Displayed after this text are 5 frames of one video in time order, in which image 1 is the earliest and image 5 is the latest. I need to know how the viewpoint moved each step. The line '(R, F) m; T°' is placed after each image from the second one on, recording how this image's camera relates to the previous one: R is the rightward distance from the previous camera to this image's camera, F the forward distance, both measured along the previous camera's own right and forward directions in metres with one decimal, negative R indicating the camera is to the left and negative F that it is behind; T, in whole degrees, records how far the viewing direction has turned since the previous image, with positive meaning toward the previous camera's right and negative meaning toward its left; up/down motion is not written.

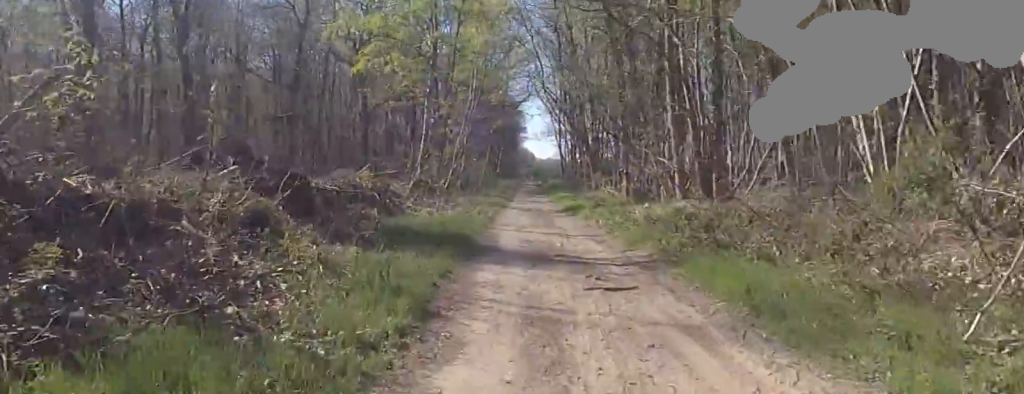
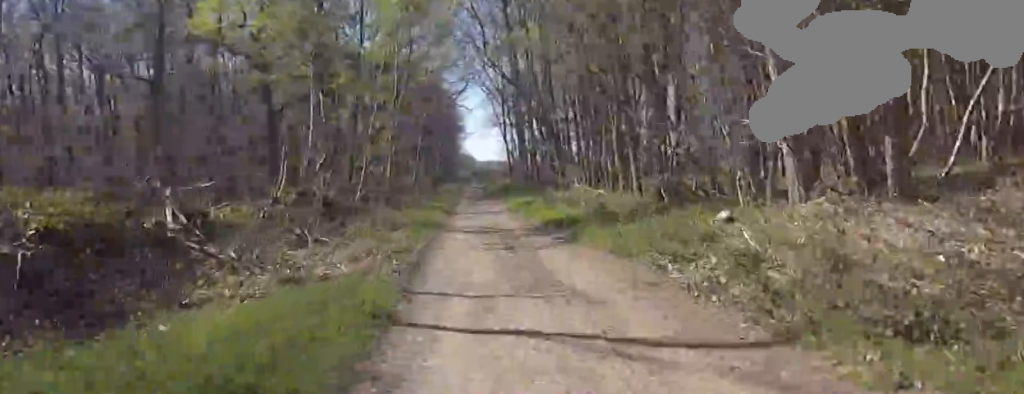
(+0.1, +11.7) m; +2°
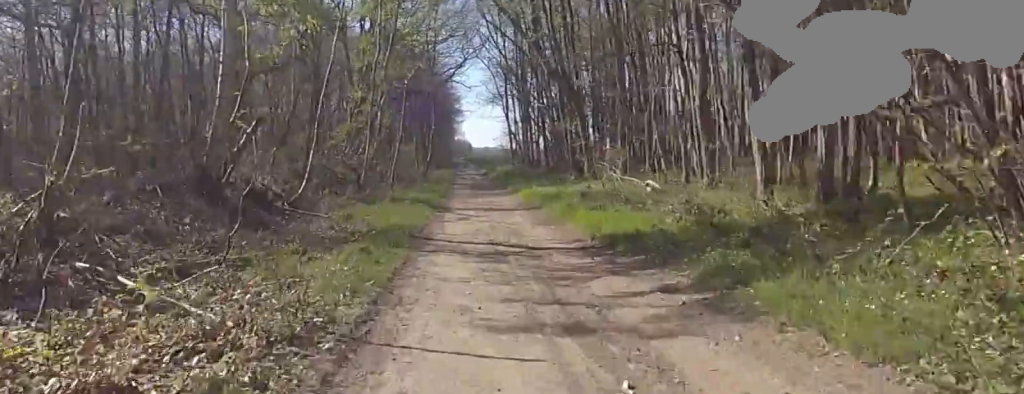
(+0.4, +7.9) m; +3°
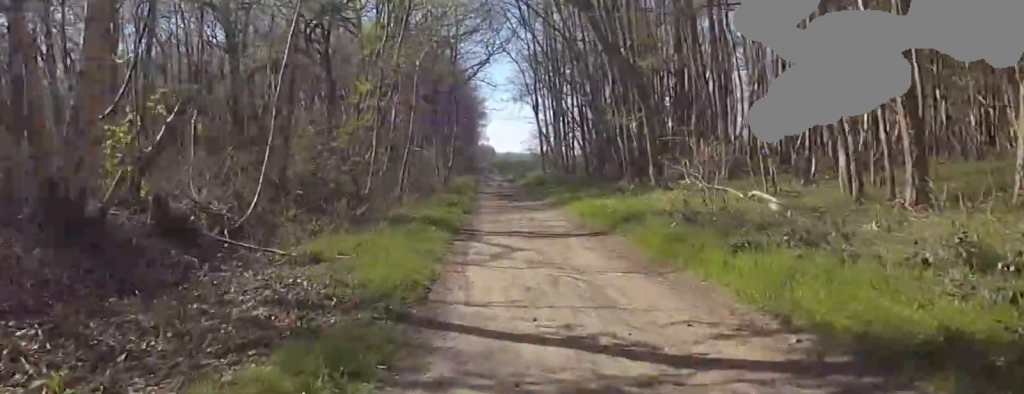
(+0.1, +5.9) m; -1°
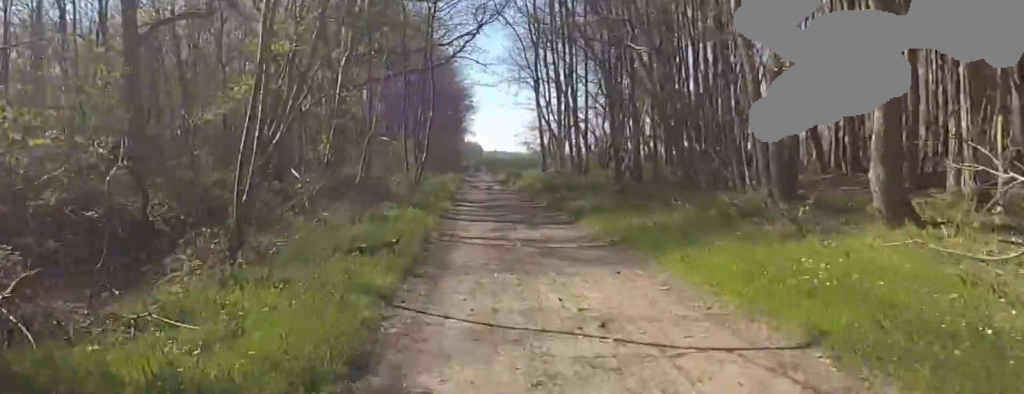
(+0.2, +12.5) m; +3°
